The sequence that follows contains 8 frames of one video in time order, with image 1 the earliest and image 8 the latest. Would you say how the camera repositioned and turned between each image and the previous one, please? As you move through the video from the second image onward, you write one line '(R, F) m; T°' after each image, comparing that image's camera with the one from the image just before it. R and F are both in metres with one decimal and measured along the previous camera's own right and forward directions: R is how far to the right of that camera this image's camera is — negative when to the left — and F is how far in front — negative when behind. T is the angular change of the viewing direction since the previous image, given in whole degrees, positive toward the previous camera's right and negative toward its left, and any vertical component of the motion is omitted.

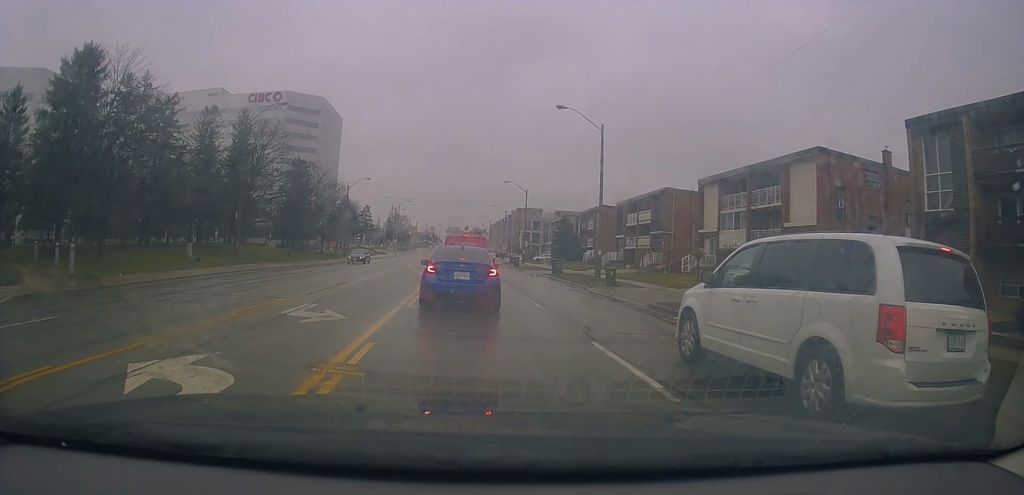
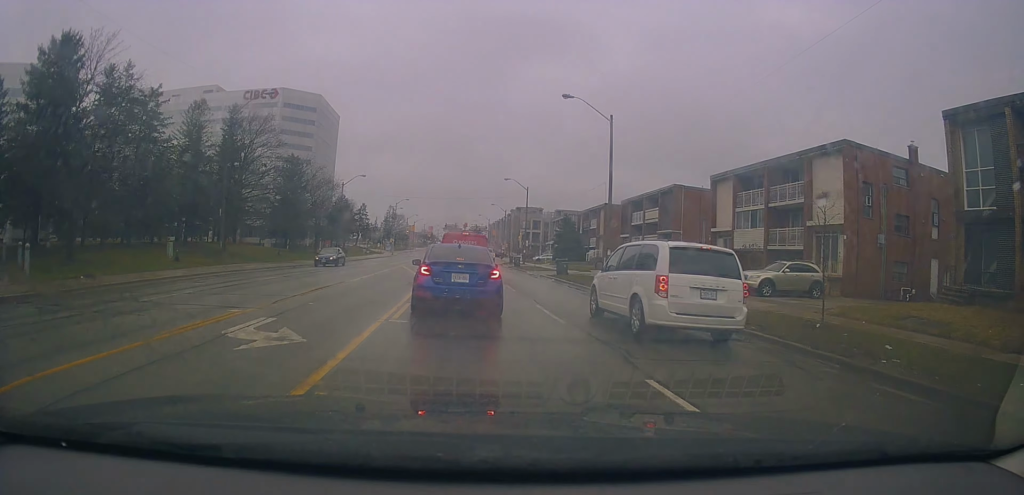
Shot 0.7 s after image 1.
(0.0, +2.8) m; +1°
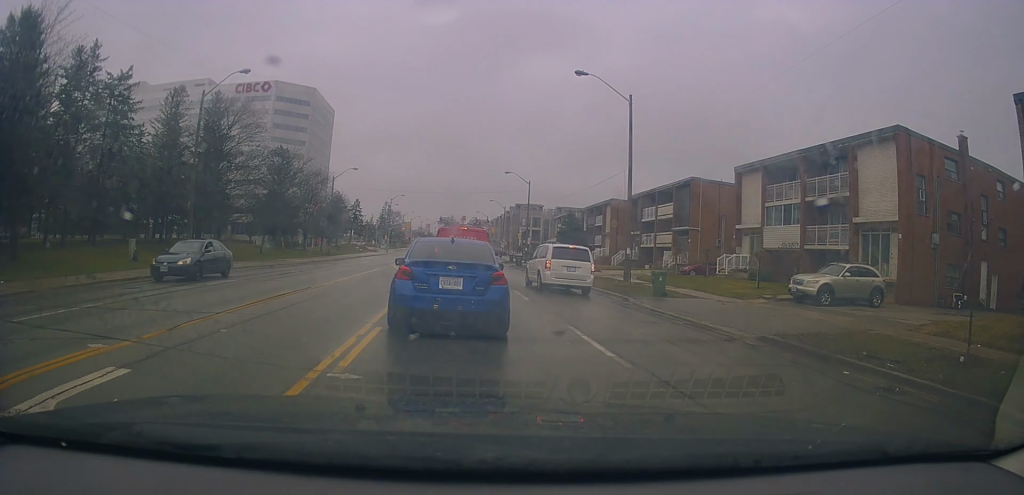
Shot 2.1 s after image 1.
(+0.3, +4.8) m; +4°
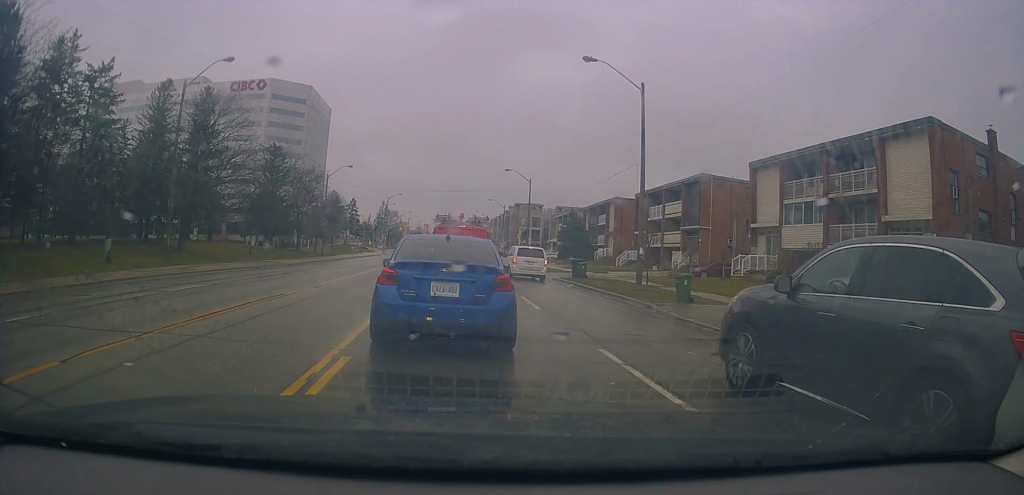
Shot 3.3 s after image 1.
(-0.3, +3.1) m; -4°
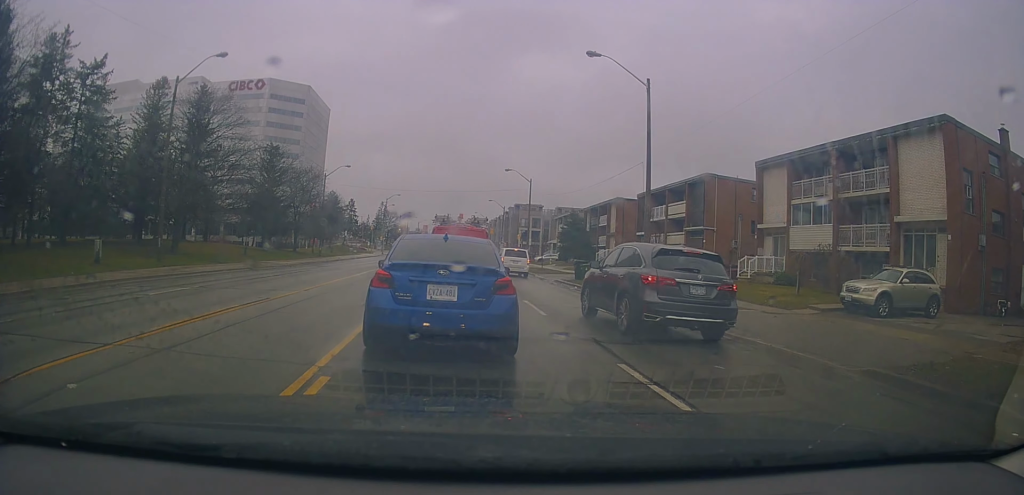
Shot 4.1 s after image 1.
(+0.1, +1.4) m; -1°
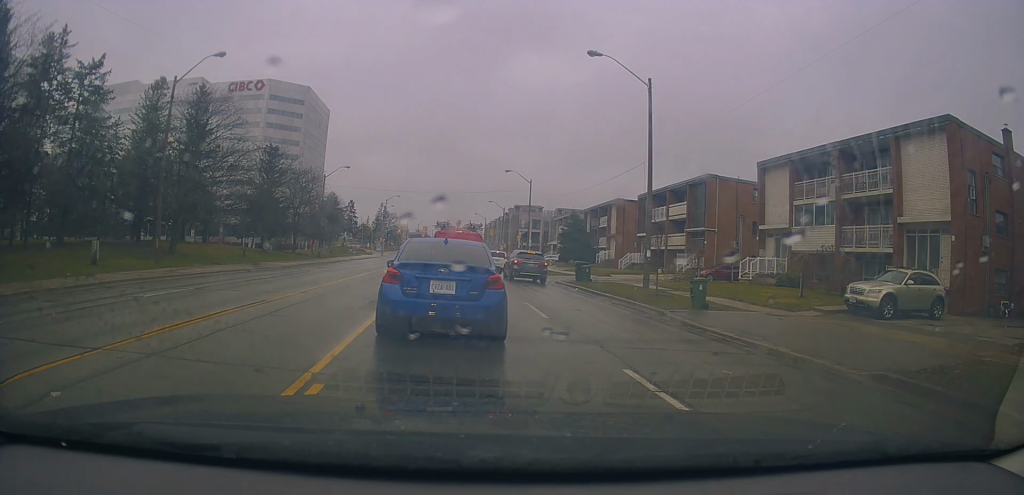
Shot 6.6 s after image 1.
(-0.5, +1.2) m; 0°
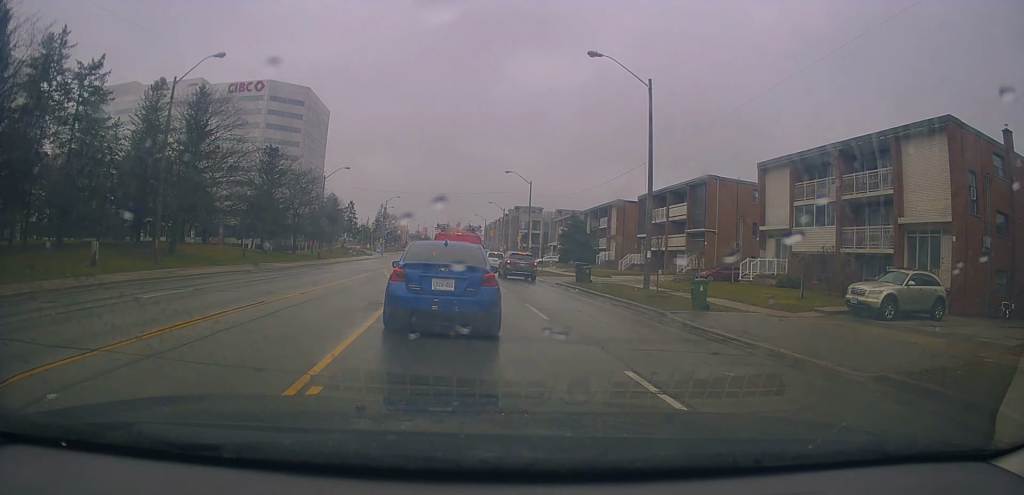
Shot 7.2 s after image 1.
(0.0, 0.0) m; 0°
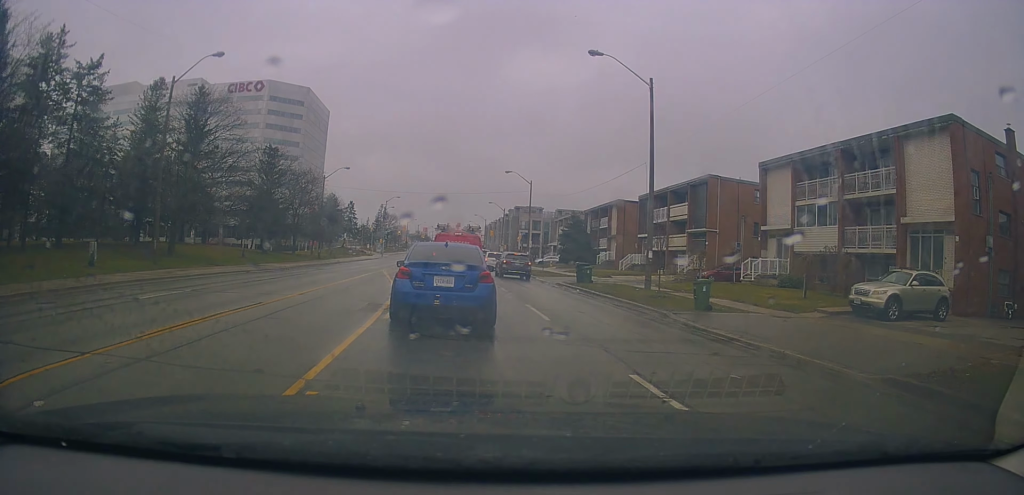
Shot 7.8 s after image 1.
(0.0, 0.0) m; 0°
